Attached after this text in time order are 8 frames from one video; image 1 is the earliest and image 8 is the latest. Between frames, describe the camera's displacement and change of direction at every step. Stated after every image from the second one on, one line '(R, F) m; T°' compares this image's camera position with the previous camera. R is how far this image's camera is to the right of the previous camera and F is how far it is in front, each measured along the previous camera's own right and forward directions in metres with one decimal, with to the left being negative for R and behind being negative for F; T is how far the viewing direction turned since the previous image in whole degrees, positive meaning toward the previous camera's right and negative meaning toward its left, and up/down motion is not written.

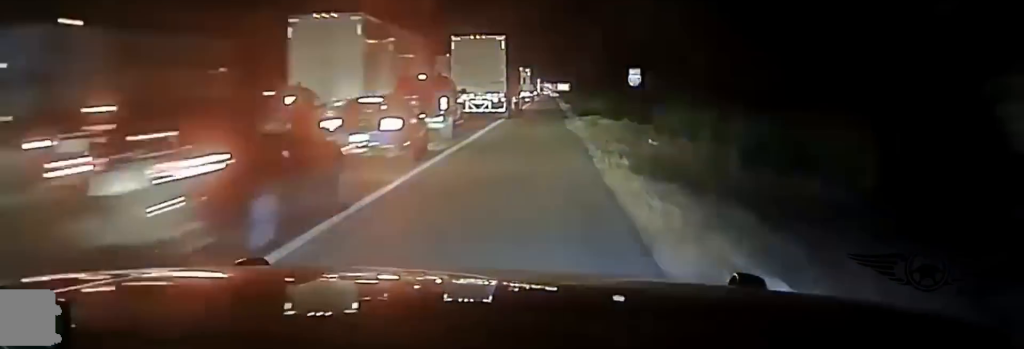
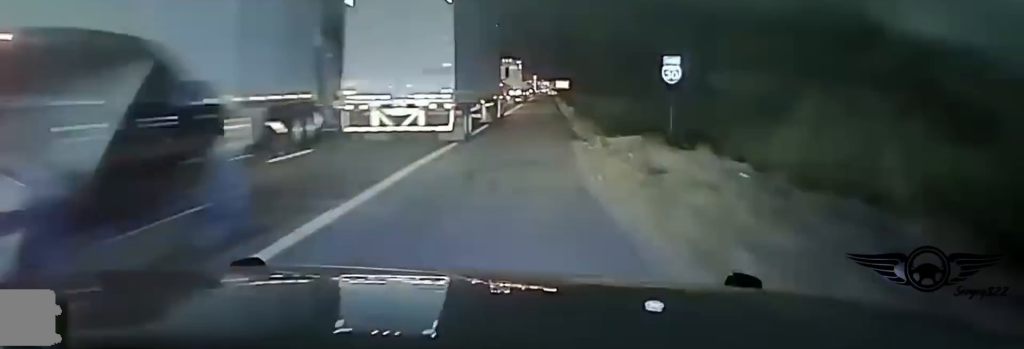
(-0.1, +20.2) m; -1°
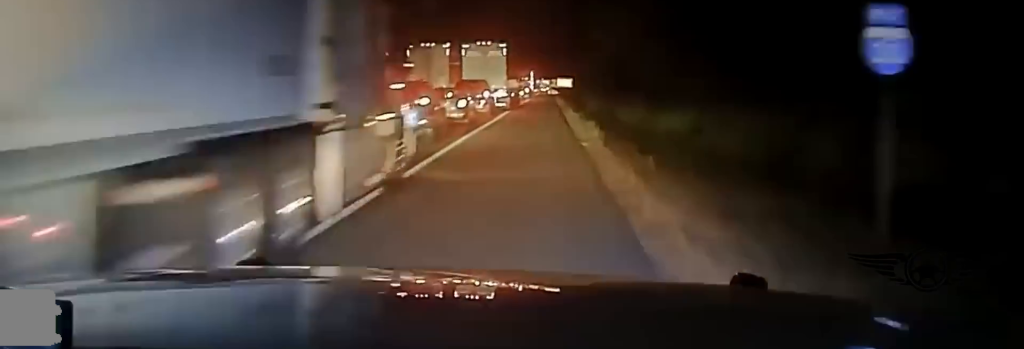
(-0.2, +28.5) m; 0°
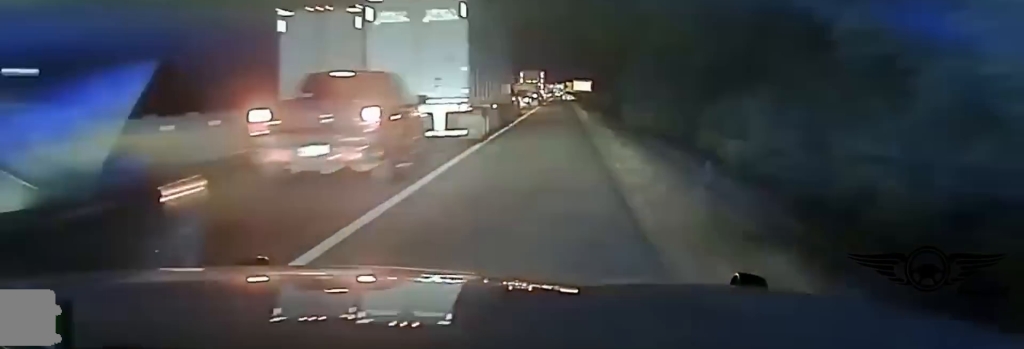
(+0.2, +30.9) m; 0°
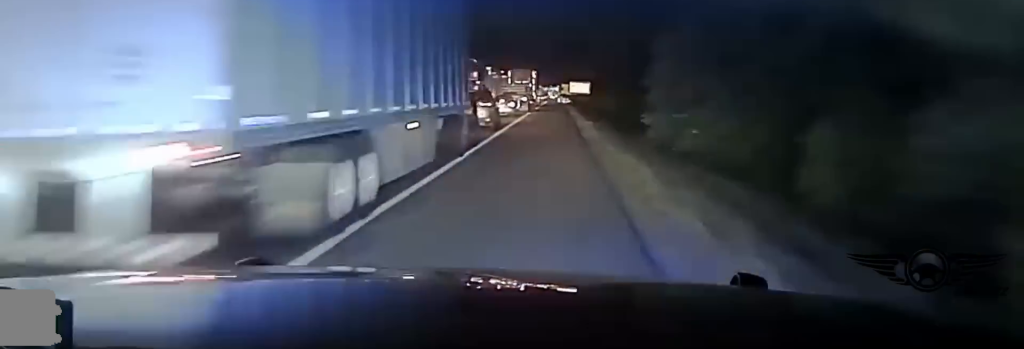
(0.0, +17.5) m; 0°
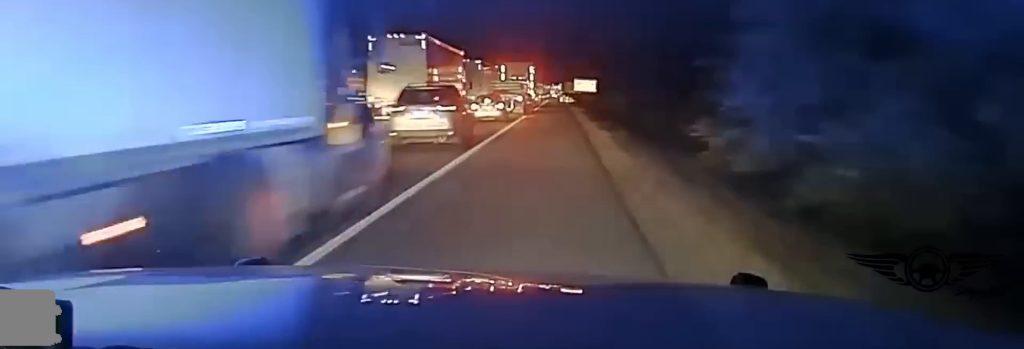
(0.0, +16.8) m; 0°
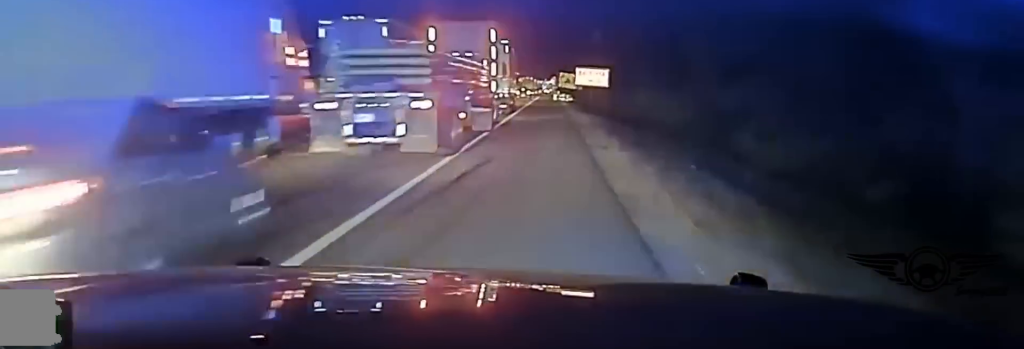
(-0.2, +42.6) m; -1°
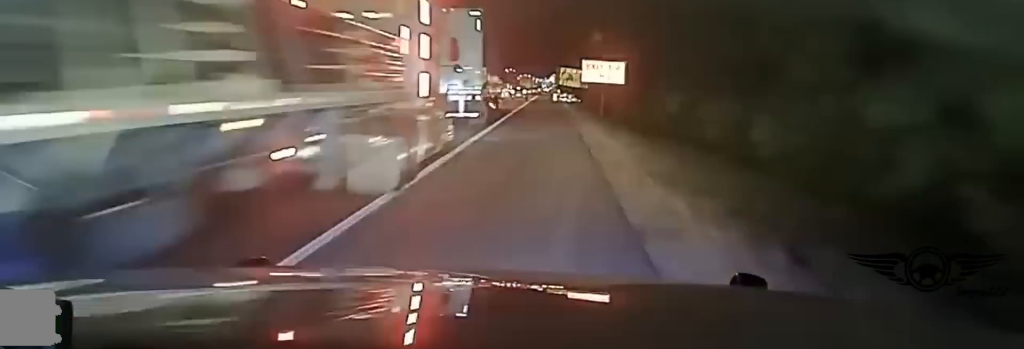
(-0.1, +17.7) m; 0°
